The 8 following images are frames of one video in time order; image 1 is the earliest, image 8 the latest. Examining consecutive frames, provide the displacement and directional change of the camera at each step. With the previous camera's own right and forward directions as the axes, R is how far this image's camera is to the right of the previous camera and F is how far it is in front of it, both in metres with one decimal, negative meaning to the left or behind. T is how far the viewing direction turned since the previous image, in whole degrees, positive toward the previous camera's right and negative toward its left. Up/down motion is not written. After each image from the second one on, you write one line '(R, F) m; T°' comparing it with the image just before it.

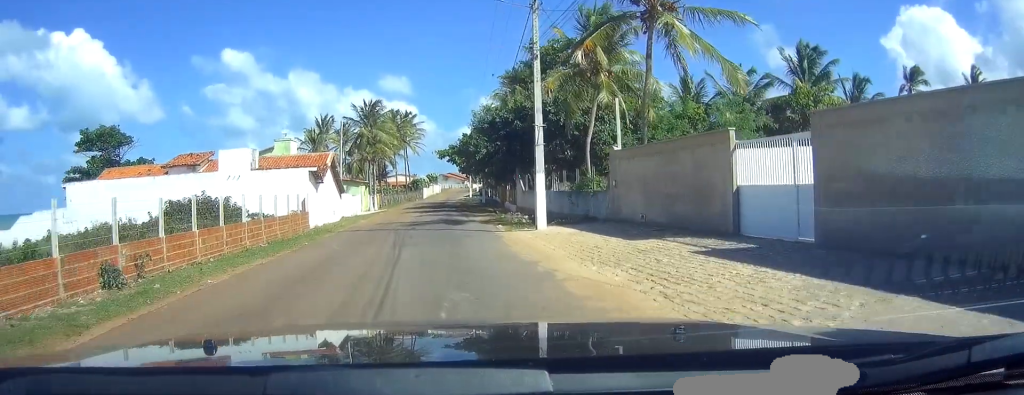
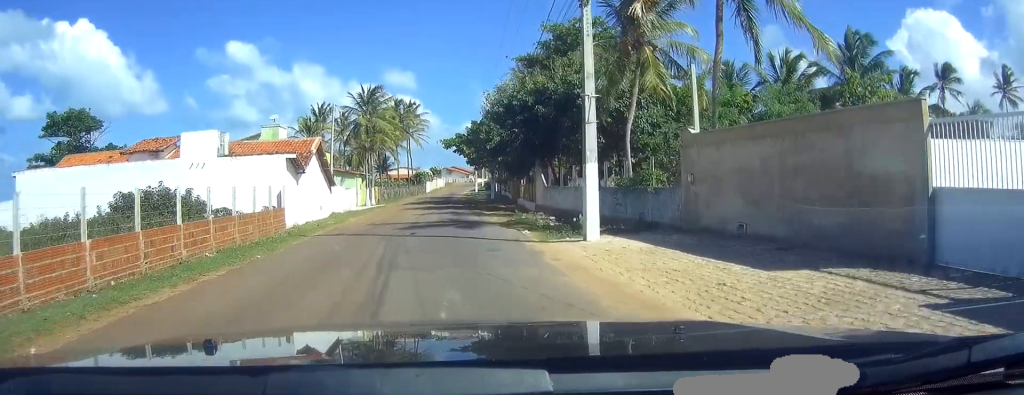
(+0.1, +6.1) m; +1°
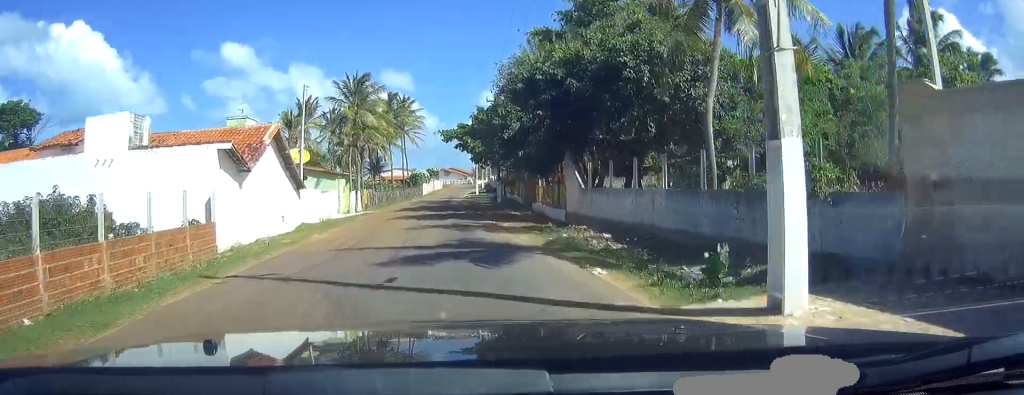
(0.0, +8.6) m; -1°
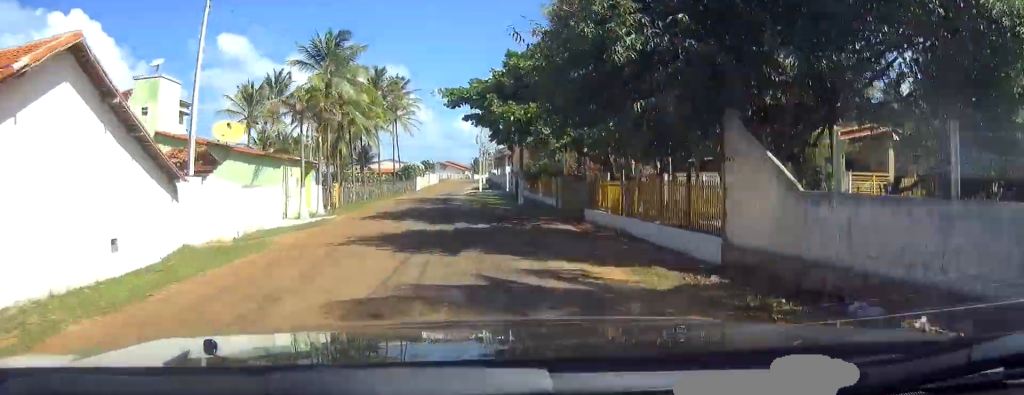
(-0.2, +15.1) m; -1°
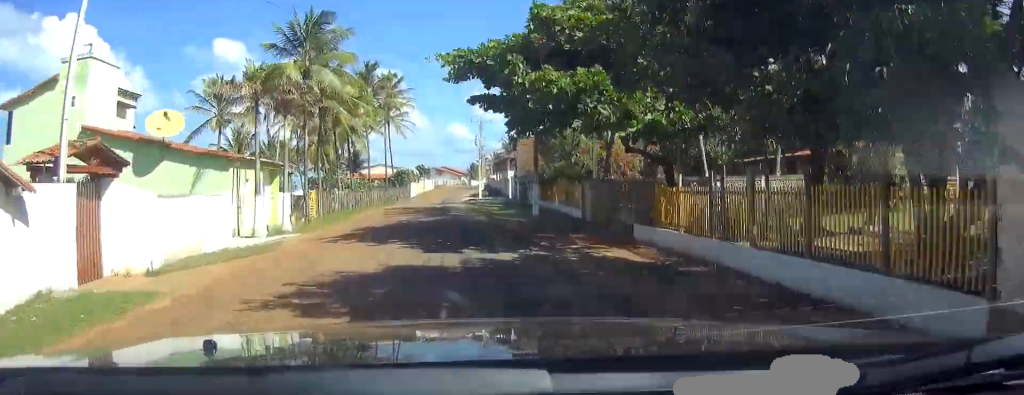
(0.0, +7.1) m; 0°
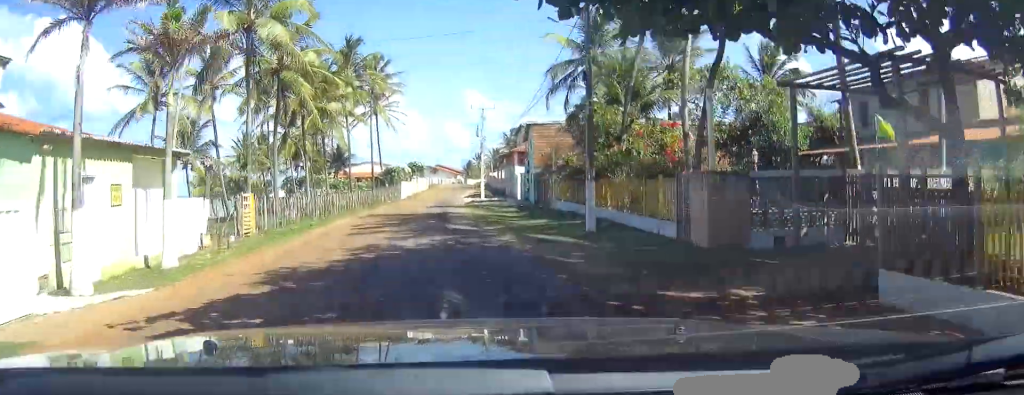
(+0.1, +11.6) m; 0°
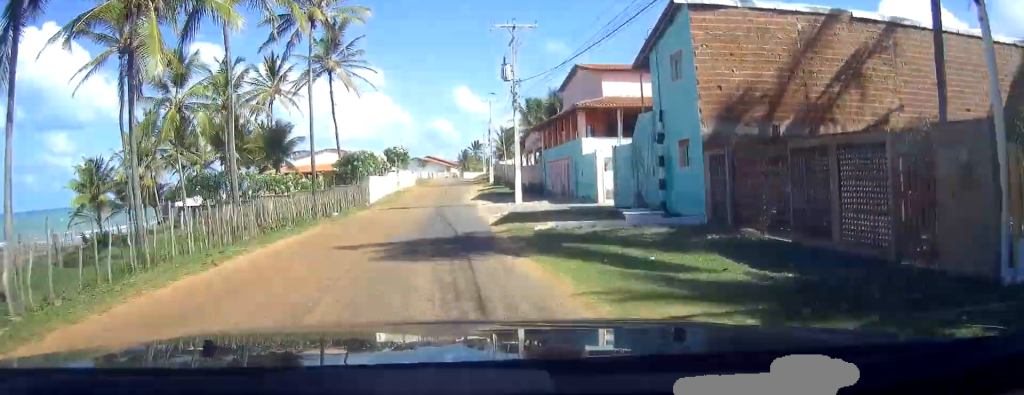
(0.0, +32.1) m; 0°
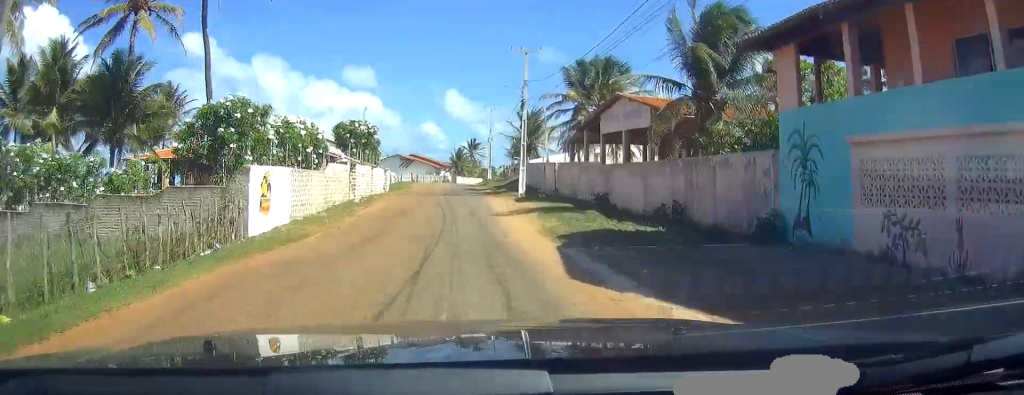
(+0.4, +34.9) m; +2°
